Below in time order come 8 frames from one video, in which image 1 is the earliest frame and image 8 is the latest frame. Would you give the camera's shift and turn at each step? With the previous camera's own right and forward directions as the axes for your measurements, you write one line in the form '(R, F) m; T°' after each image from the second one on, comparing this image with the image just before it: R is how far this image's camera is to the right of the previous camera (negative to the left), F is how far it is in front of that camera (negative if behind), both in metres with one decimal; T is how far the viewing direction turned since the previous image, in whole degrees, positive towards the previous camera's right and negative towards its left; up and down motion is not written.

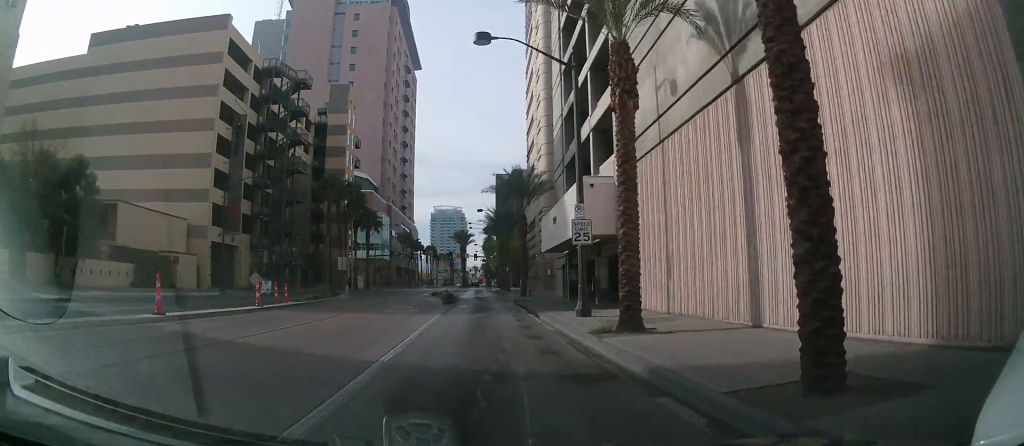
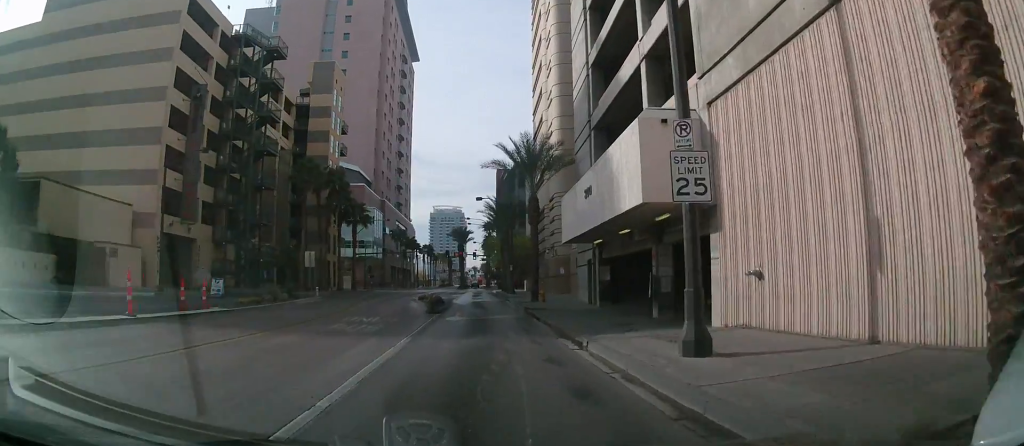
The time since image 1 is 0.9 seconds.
(0.0, +10.3) m; 0°
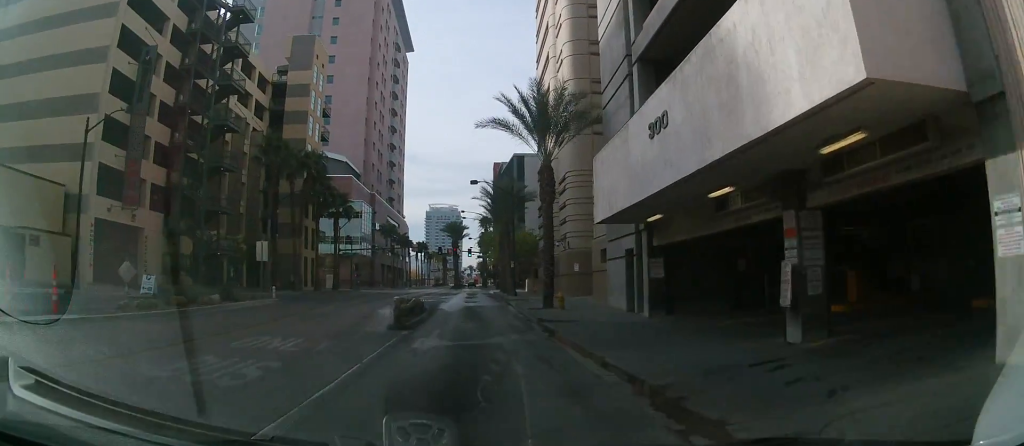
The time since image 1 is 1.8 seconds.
(+0.1, +9.2) m; +1°
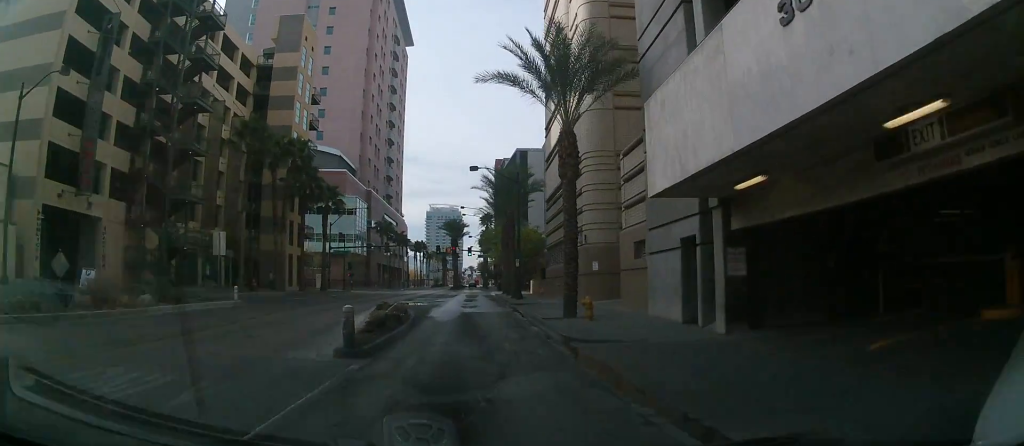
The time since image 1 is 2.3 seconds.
(0.0, +6.3) m; +1°
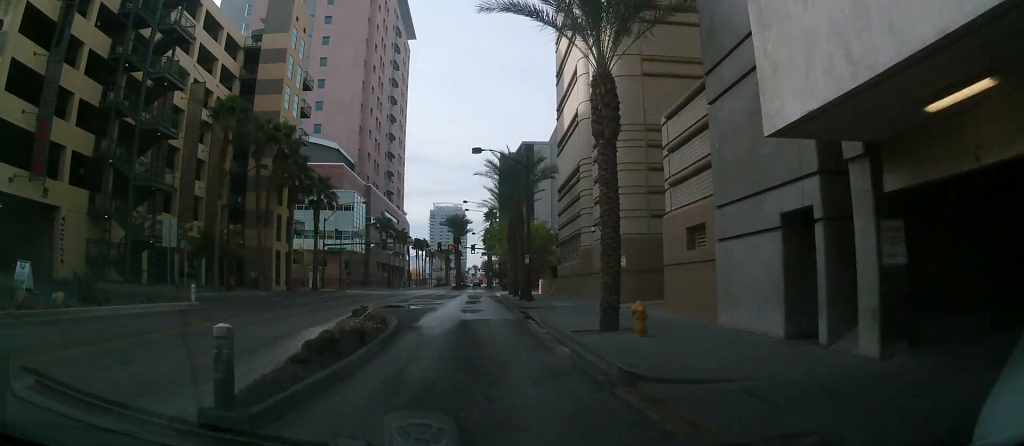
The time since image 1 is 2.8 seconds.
(0.0, +5.6) m; +1°
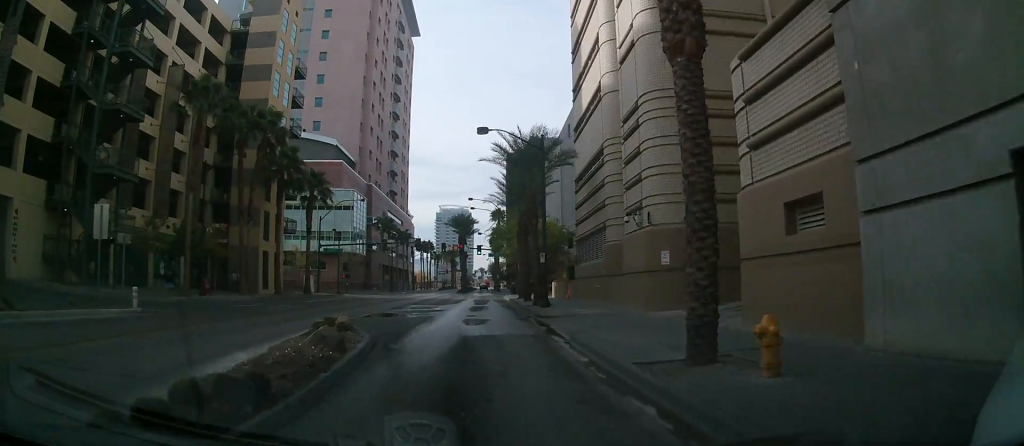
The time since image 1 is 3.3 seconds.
(0.0, +5.7) m; +1°
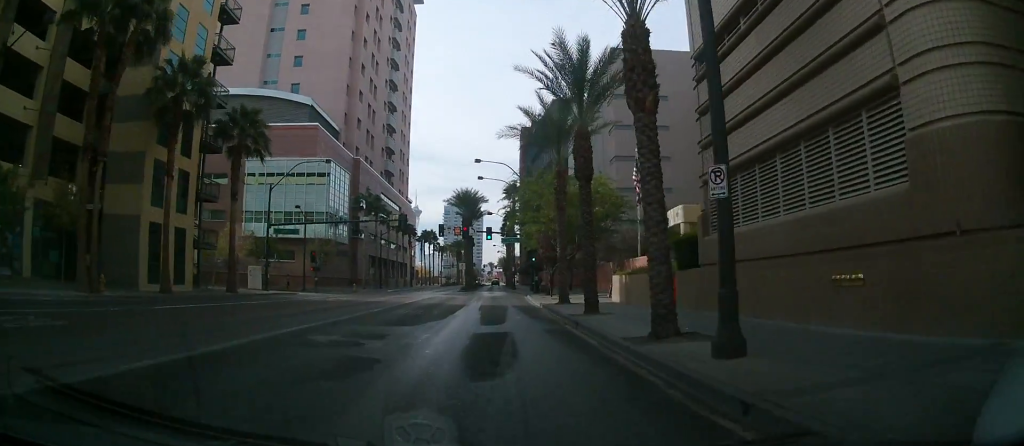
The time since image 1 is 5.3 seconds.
(+0.4, +21.9) m; -1°
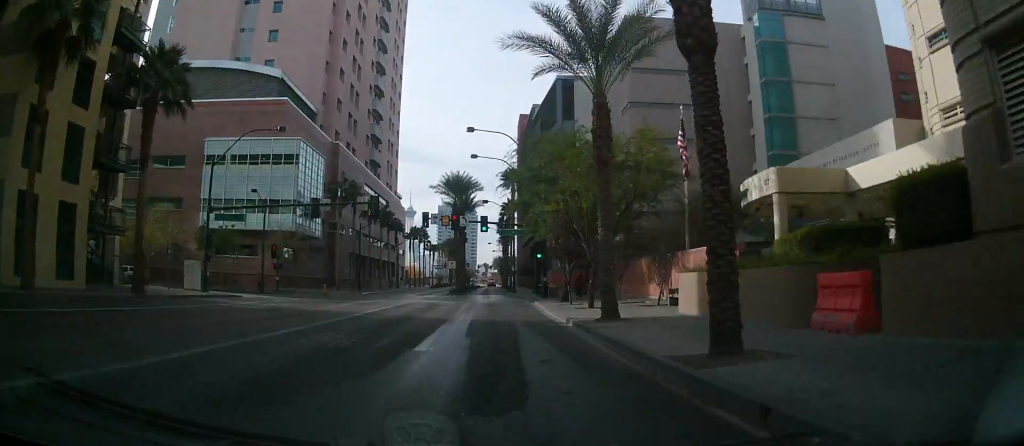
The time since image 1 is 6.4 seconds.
(-0.1, +11.6) m; 0°
